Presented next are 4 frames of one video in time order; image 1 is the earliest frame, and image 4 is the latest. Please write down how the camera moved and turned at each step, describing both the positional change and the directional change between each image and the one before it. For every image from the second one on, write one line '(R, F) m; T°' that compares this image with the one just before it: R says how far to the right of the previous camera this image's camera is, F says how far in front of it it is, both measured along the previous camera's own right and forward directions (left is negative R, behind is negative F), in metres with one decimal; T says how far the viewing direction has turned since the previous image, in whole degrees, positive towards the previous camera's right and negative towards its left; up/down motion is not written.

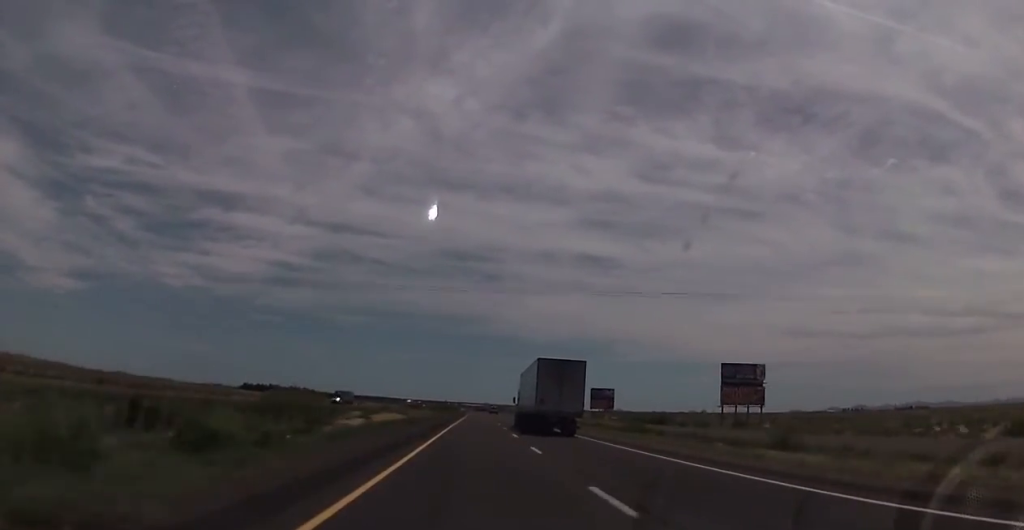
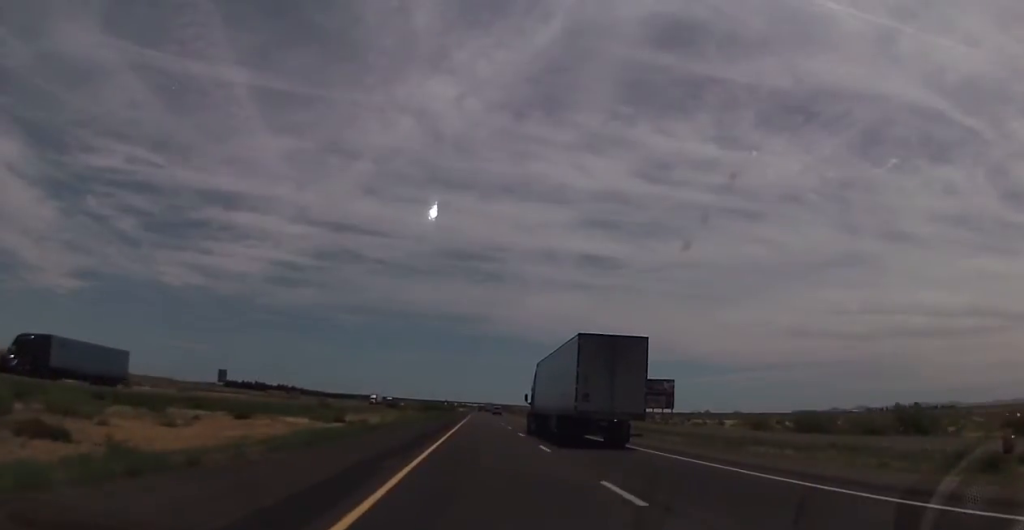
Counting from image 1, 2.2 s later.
(+0.2, +83.7) m; +1°
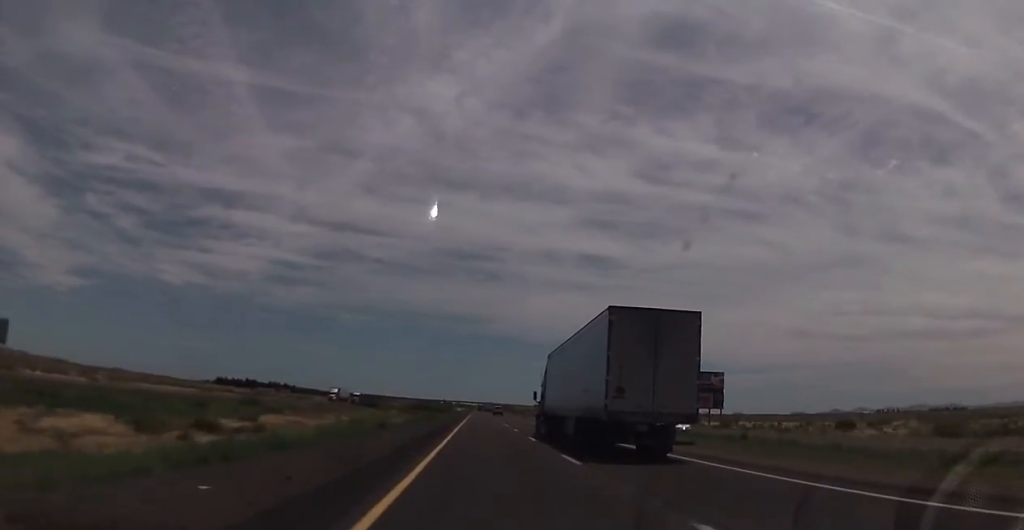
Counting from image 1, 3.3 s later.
(+0.1, +41.1) m; -1°
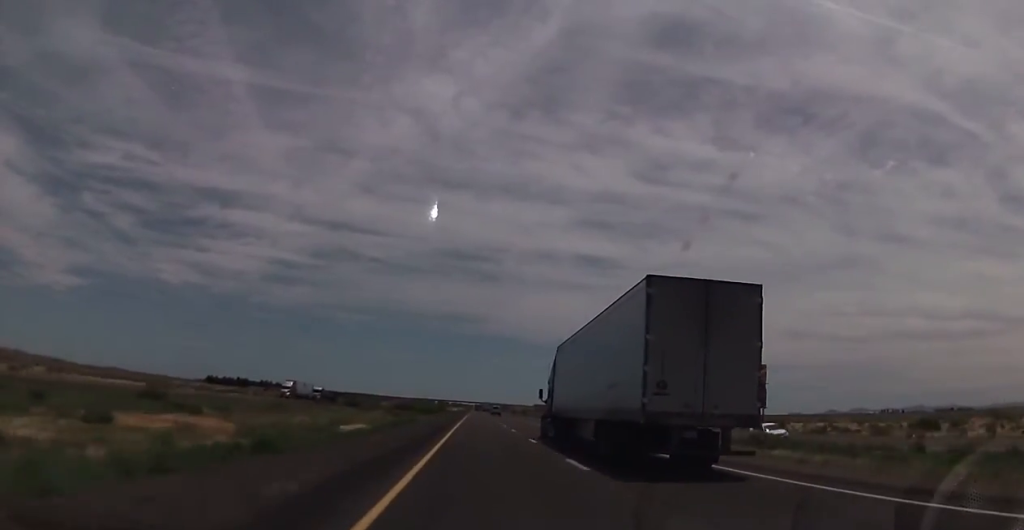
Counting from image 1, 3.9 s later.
(-0.8, +25.8) m; 0°
